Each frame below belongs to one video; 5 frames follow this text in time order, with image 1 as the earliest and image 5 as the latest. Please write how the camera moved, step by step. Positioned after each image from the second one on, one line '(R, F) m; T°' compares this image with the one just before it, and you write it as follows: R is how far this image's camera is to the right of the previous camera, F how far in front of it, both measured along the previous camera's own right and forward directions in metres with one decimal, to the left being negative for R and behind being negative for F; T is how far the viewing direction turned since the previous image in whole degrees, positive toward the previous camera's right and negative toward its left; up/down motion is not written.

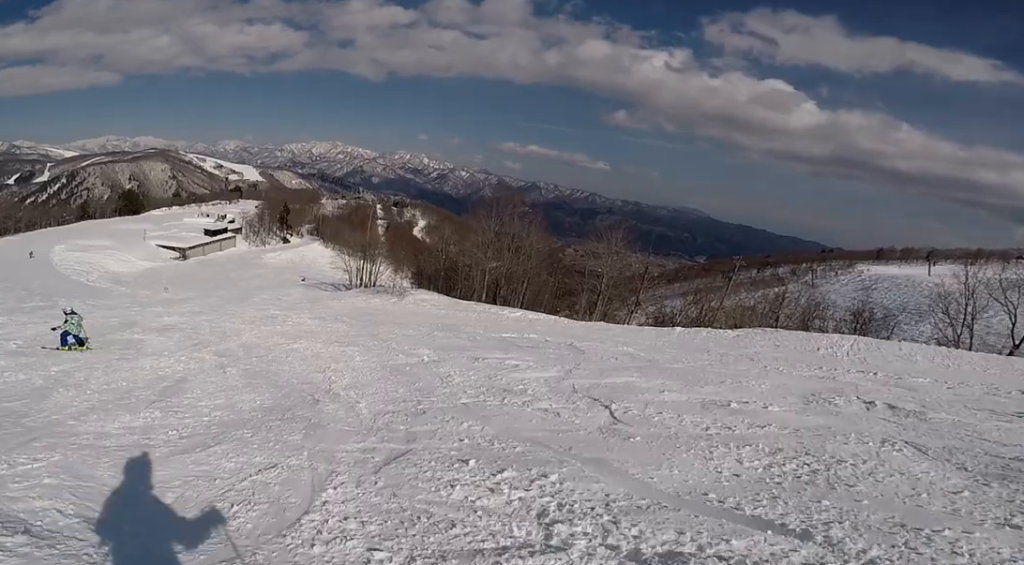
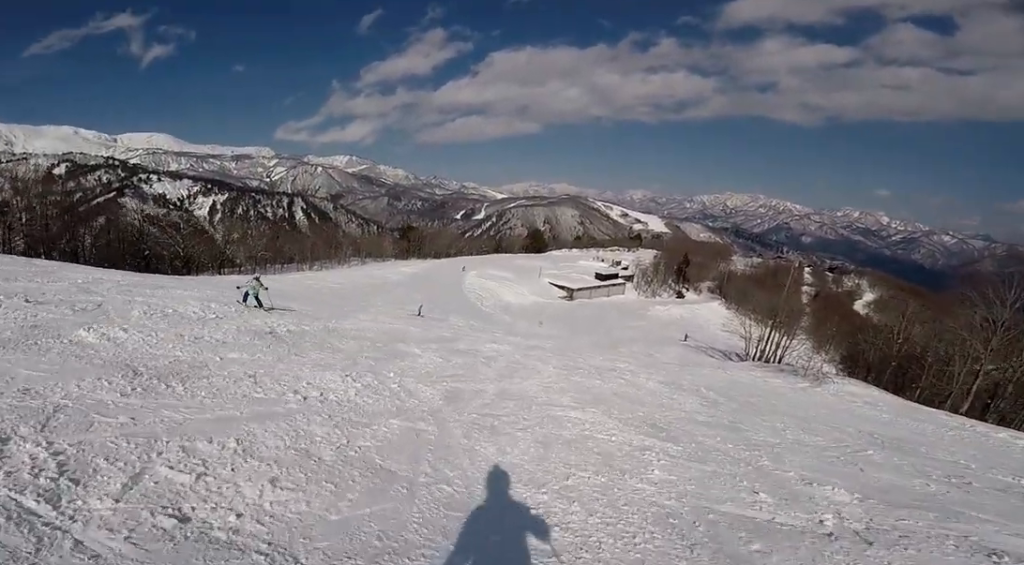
(-0.8, +3.1) m; -31°
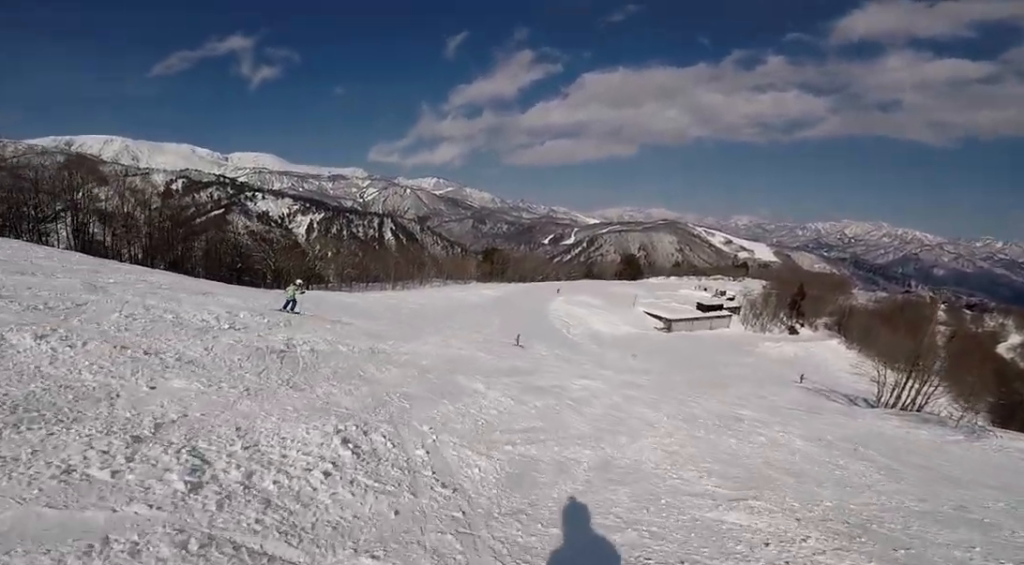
(-0.3, +2.0) m; -15°
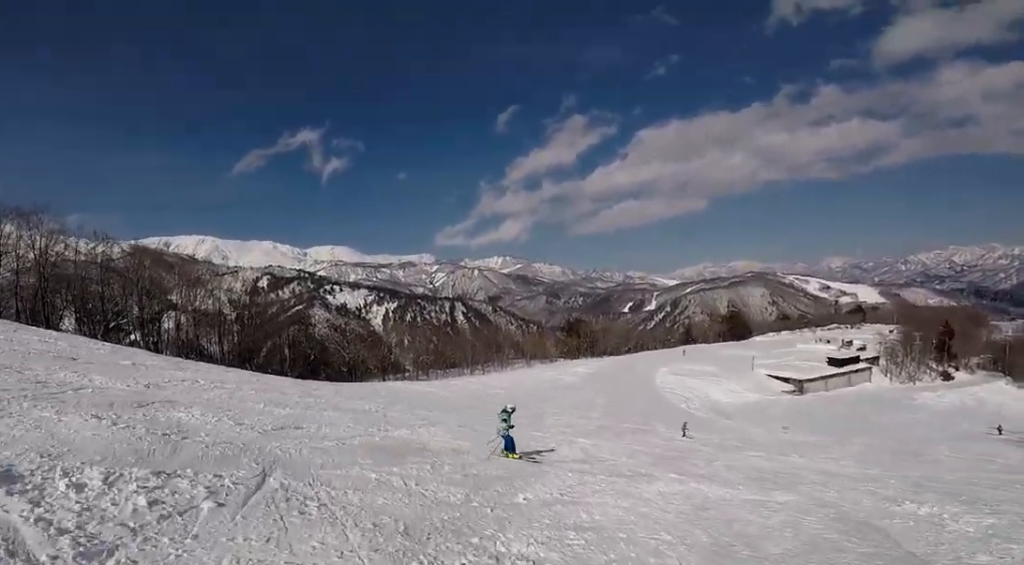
(-1.7, +6.4) m; -21°
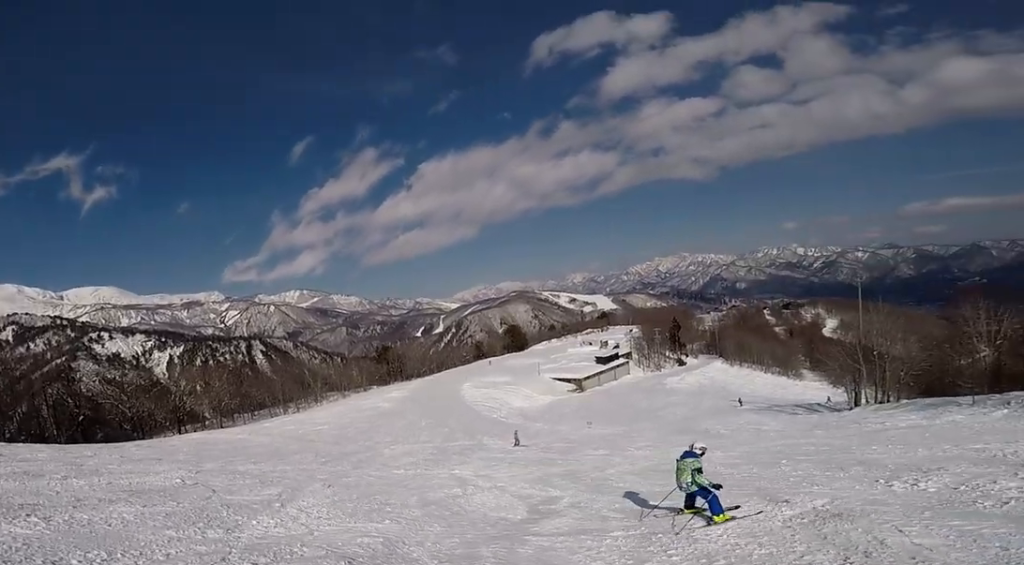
(+0.2, +4.0) m; +11°
